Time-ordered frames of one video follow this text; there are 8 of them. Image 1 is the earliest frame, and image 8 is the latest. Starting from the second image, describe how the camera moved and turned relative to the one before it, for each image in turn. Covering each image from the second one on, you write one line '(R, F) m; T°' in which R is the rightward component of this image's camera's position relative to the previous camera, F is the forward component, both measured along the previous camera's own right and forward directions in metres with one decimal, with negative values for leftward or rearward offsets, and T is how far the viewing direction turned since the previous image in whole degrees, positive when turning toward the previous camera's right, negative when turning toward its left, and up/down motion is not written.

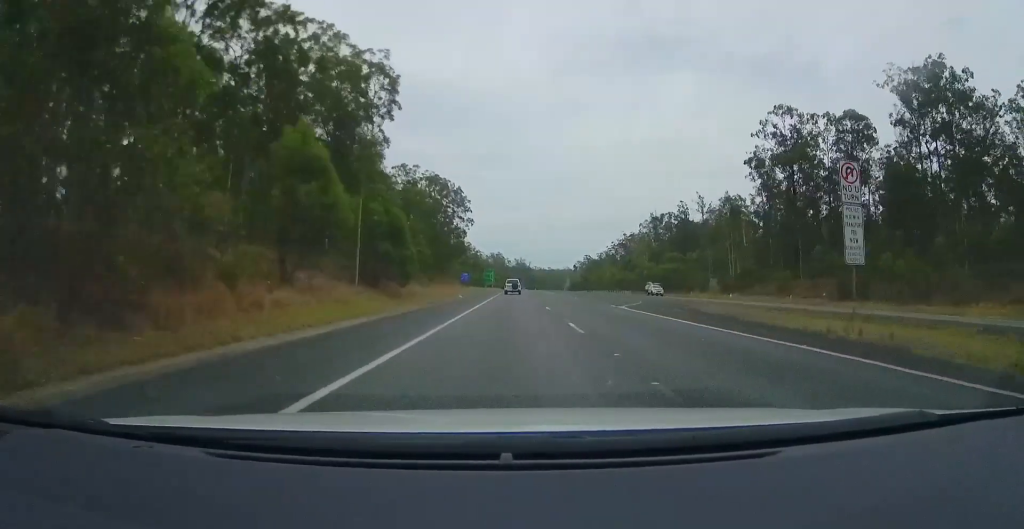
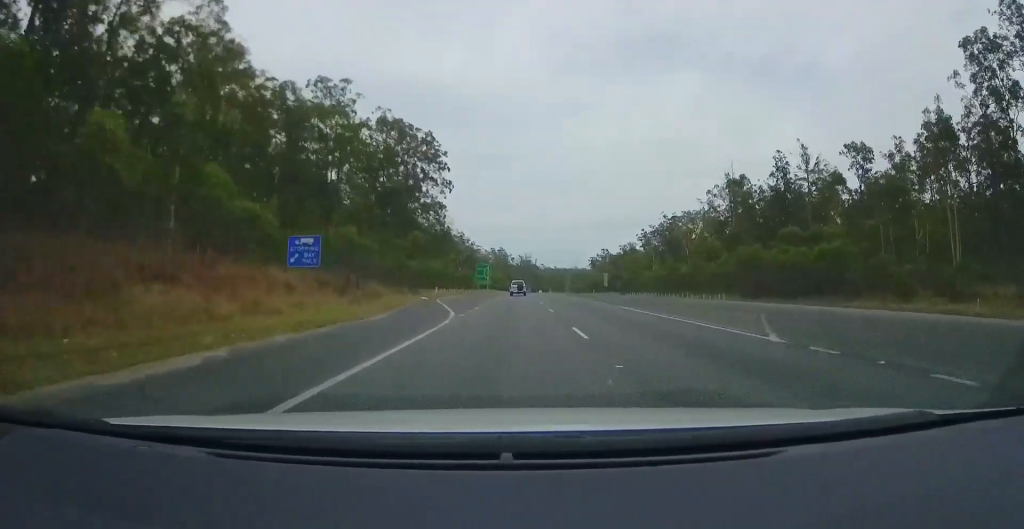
(-0.4, +62.8) m; -1°
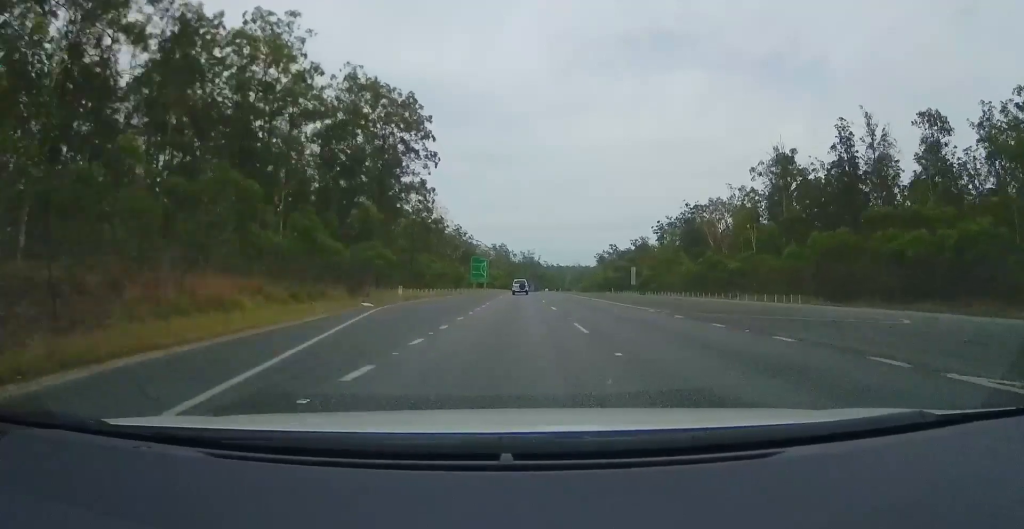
(-0.2, +21.7) m; 0°
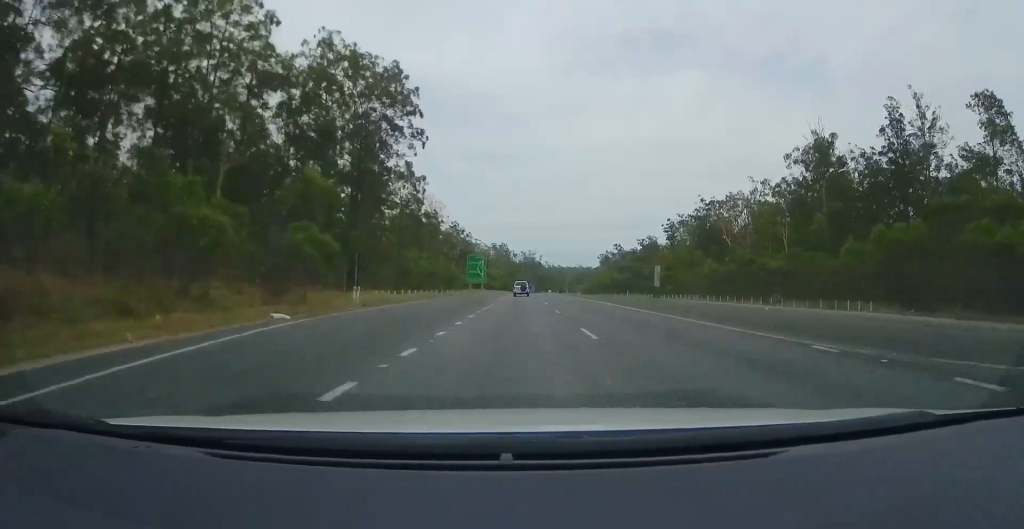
(+0.3, +13.3) m; 0°
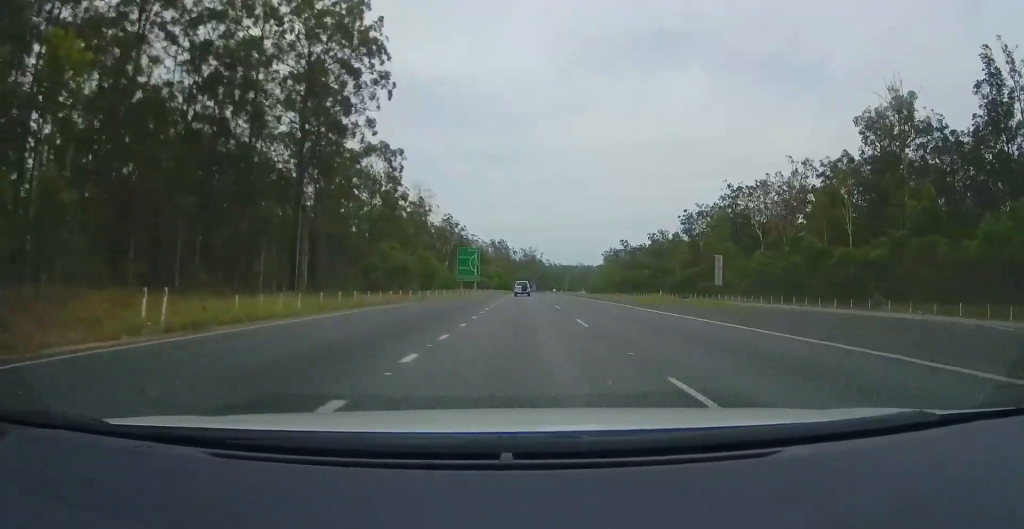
(+0.1, +20.6) m; 0°
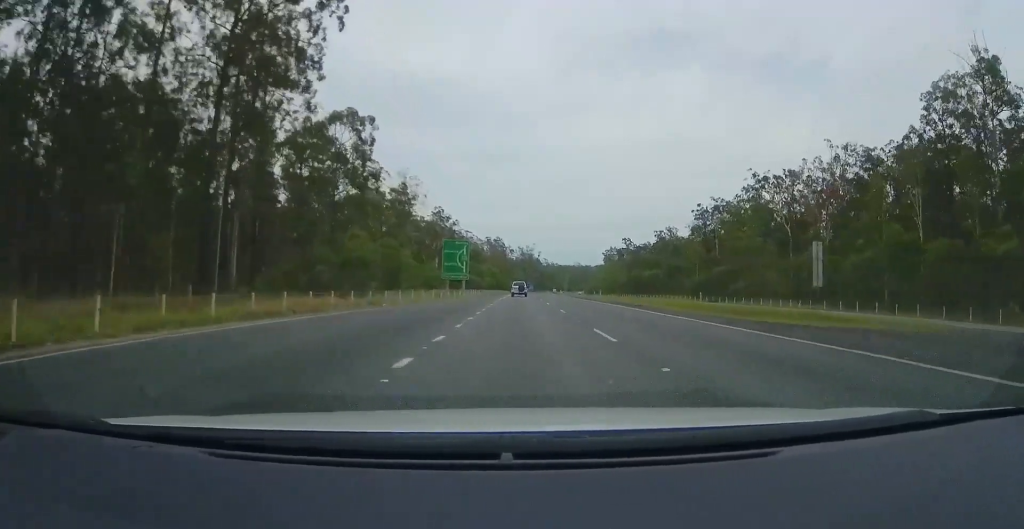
(-0.1, +15.8) m; 0°
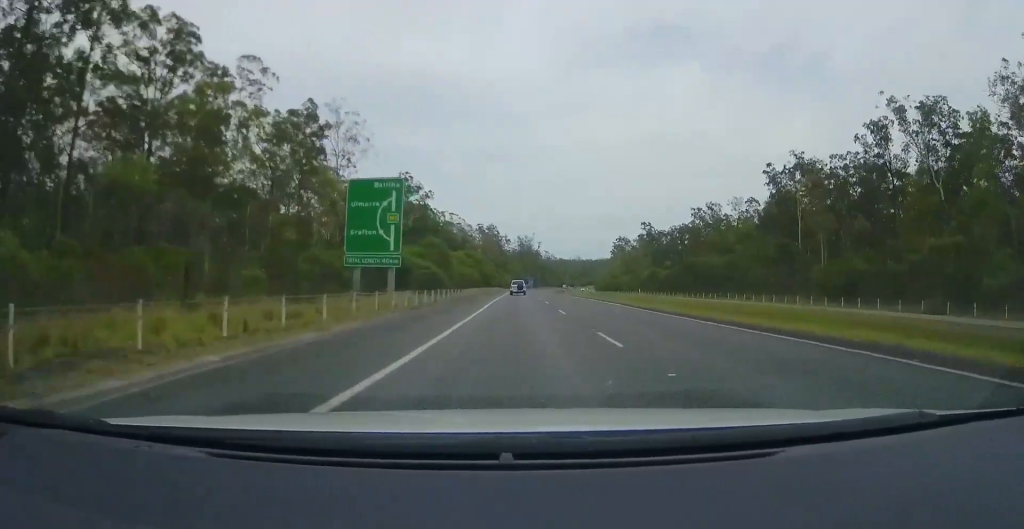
(0.0, +48.6) m; 0°
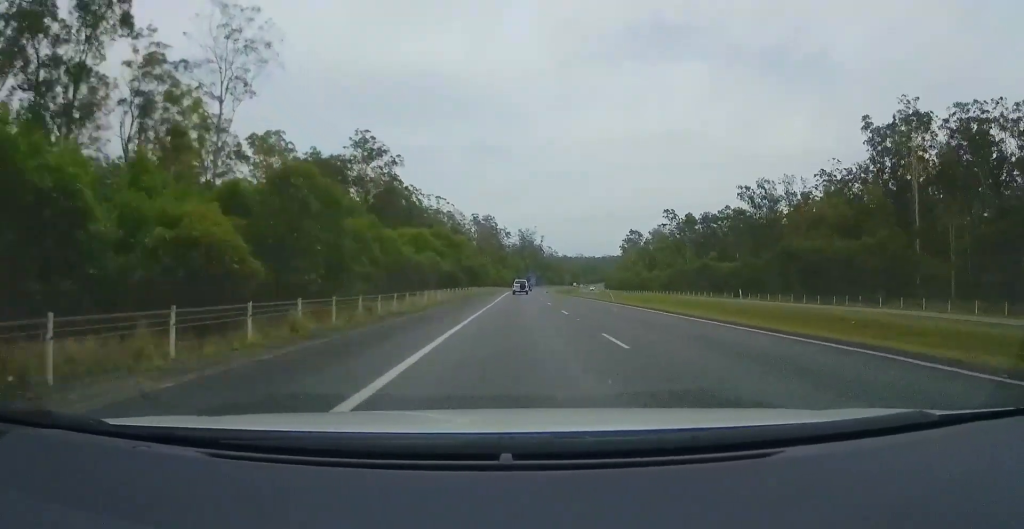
(0.0, +35.2) m; 0°
